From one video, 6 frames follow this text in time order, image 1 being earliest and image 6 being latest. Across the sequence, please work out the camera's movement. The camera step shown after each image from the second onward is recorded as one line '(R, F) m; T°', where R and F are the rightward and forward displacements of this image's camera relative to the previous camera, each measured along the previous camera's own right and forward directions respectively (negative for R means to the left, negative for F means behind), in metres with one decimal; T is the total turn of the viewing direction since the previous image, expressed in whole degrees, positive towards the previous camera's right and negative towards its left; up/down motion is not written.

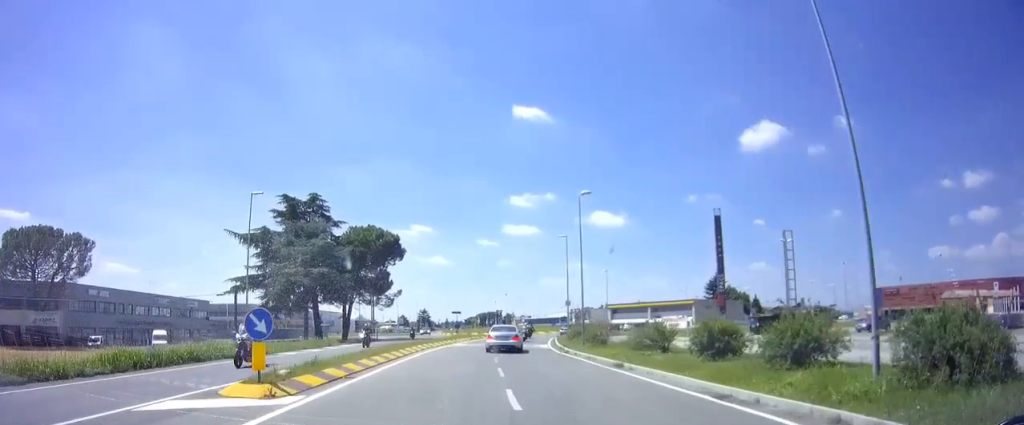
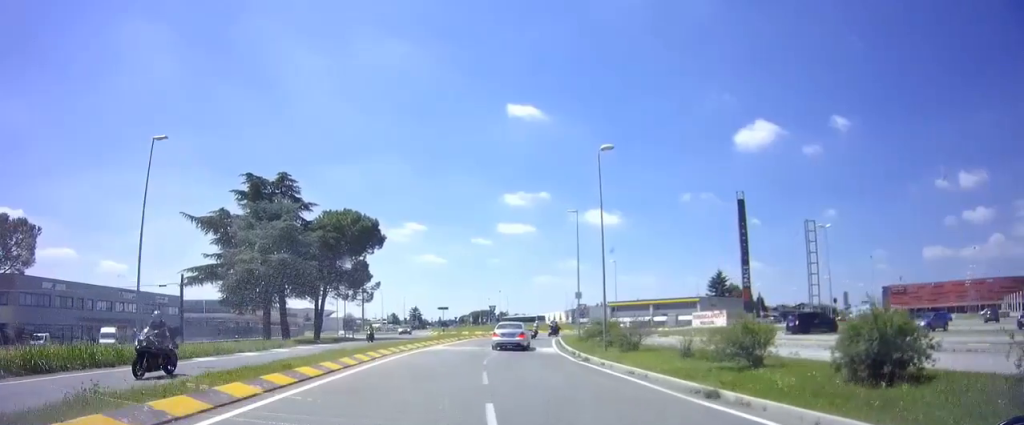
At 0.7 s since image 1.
(+0.2, +8.8) m; +2°
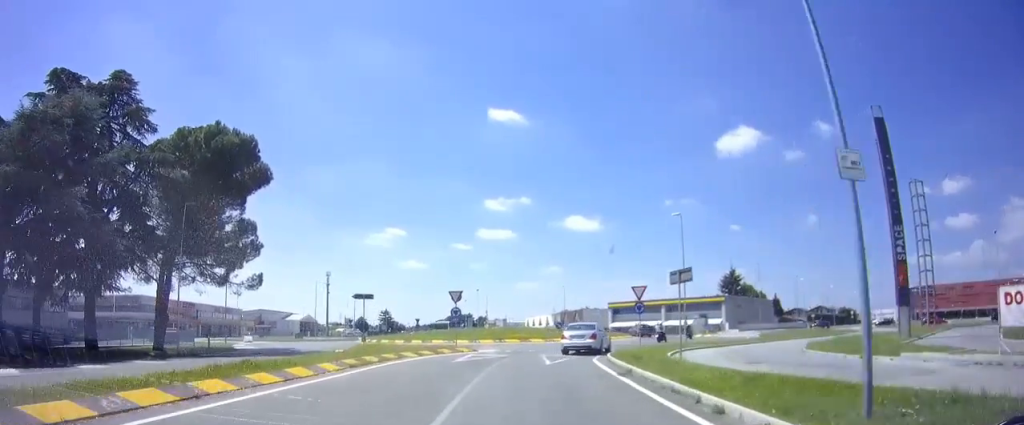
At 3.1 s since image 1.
(+0.2, +26.5) m; +2°
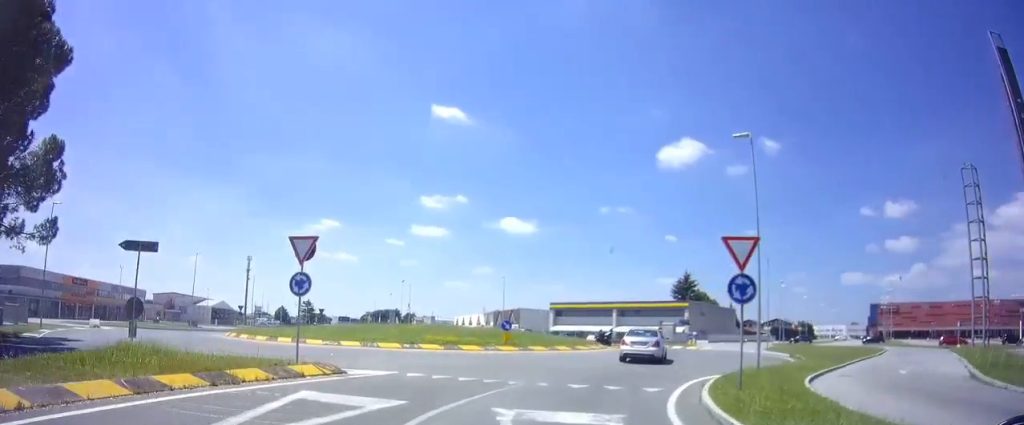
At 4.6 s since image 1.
(+0.8, +16.2) m; +11°
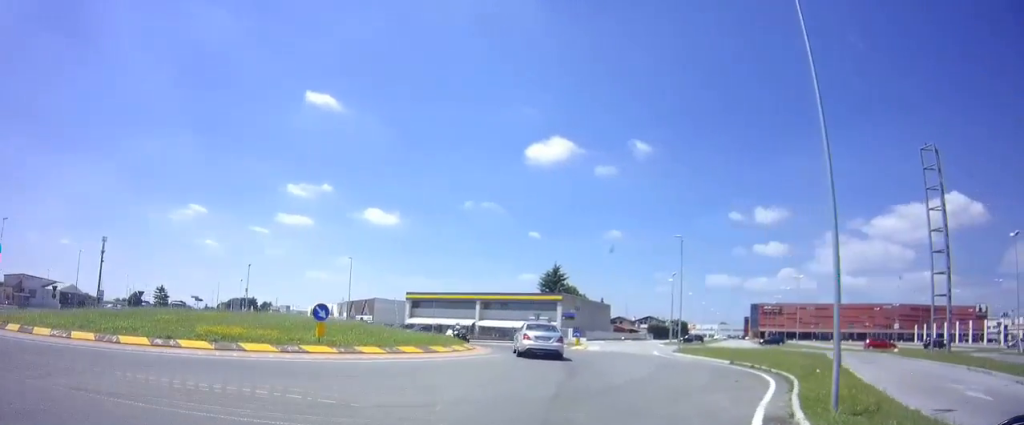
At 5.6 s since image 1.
(+1.1, +10.3) m; +10°
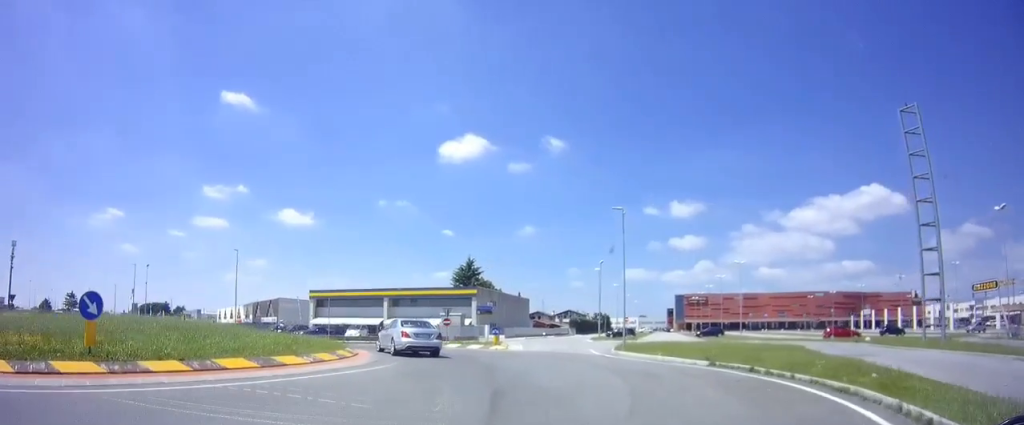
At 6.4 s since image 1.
(+0.5, +7.1) m; +4°
